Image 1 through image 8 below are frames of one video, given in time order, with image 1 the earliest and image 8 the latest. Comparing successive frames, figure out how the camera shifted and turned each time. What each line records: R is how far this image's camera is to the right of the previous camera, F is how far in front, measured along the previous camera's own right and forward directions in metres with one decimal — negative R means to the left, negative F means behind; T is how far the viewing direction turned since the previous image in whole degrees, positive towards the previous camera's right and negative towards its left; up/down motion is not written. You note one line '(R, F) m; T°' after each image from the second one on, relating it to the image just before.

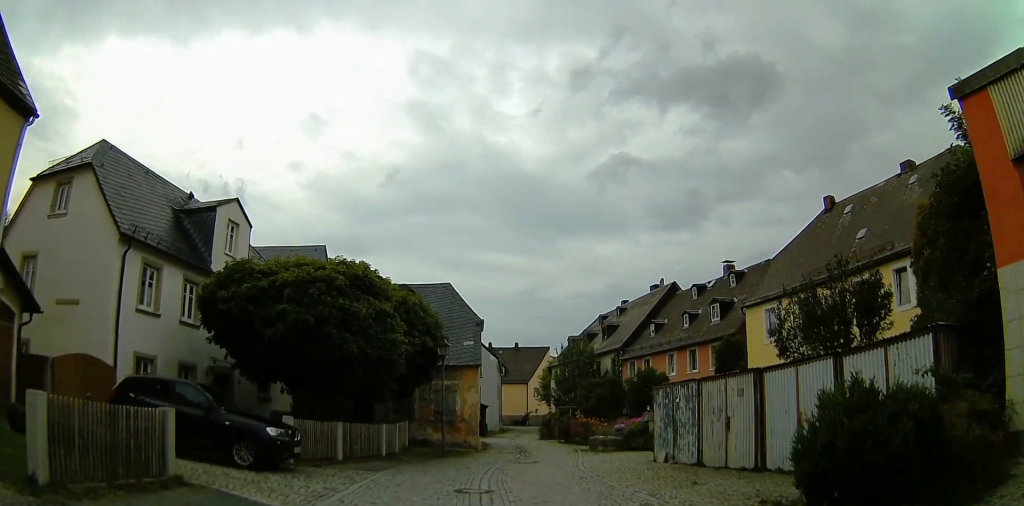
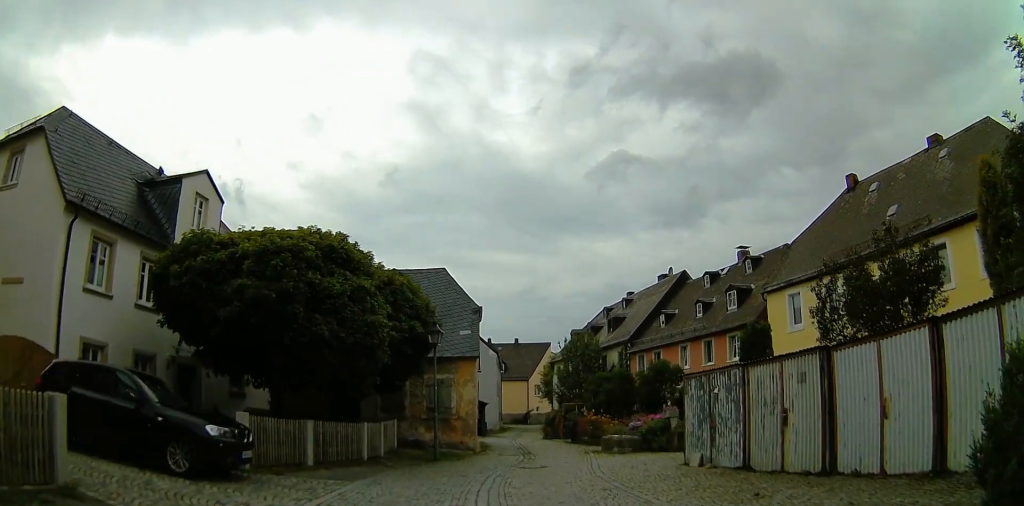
(0.0, +2.5) m; +3°
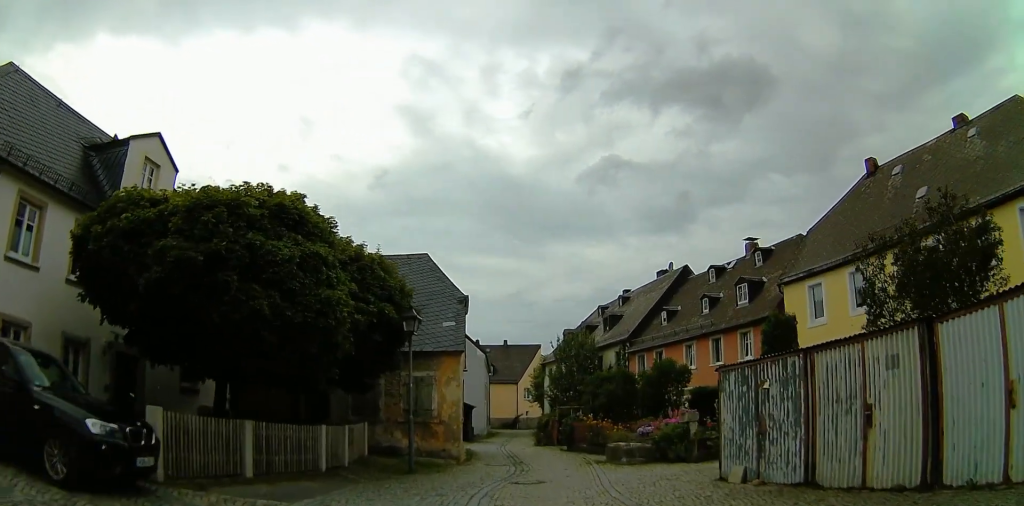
(-0.1, +2.7) m; +5°
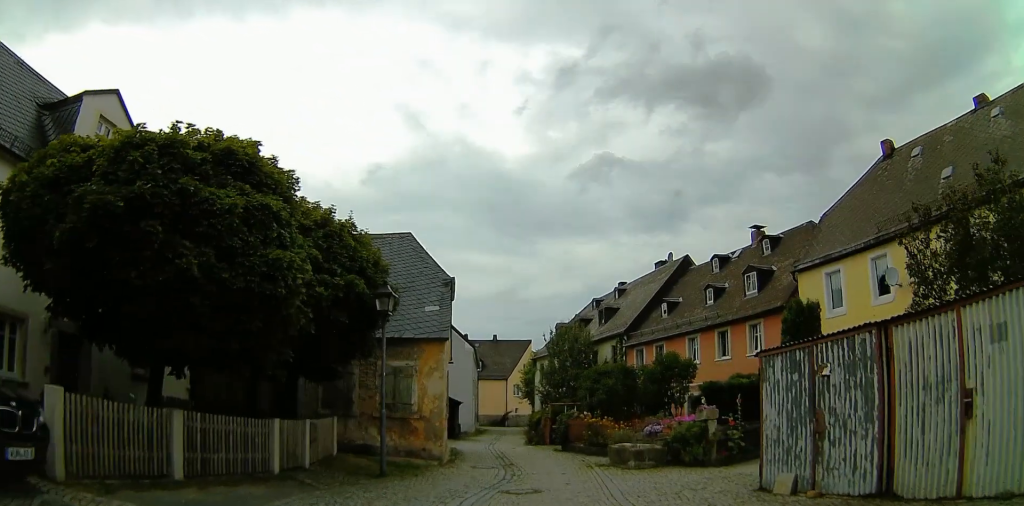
(+0.2, +2.3) m; +3°
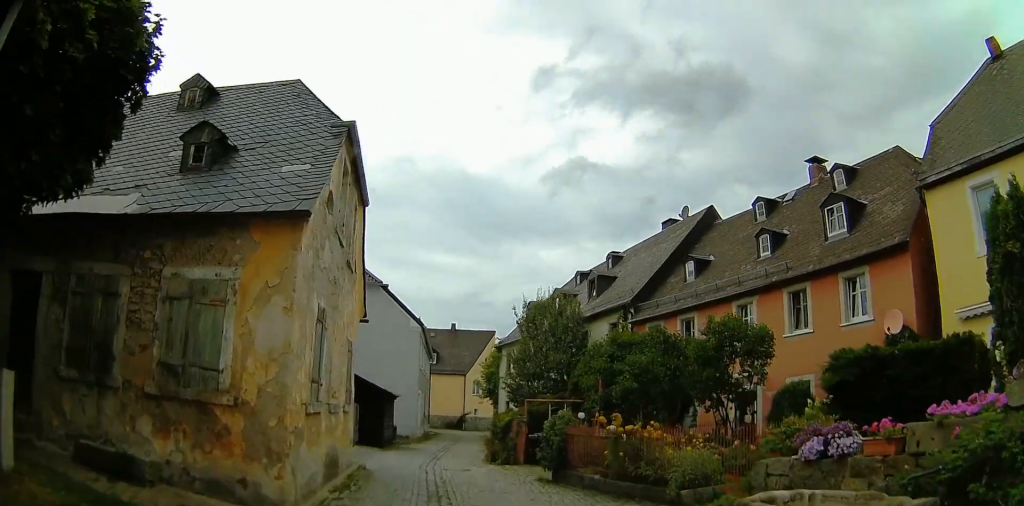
(-0.3, +10.9) m; -11°
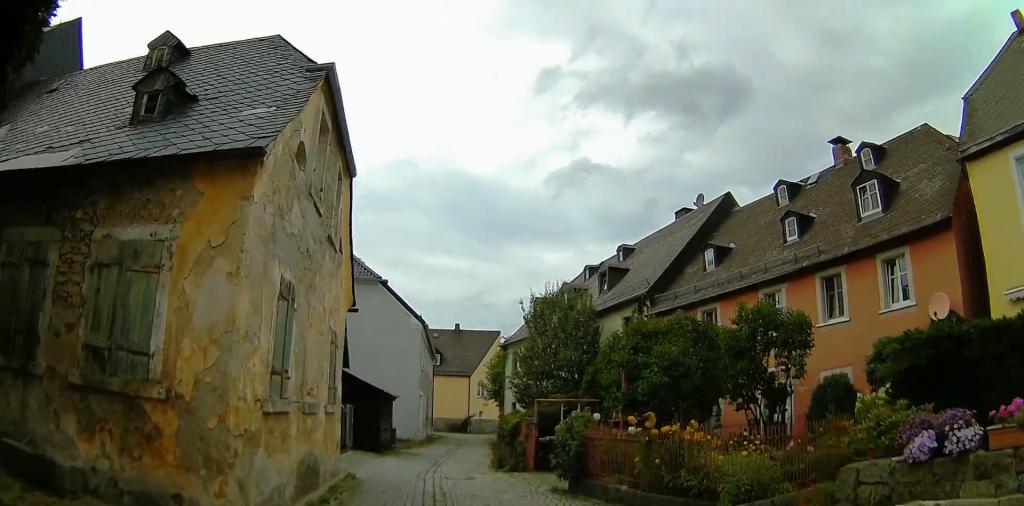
(-0.1, +1.9) m; -3°
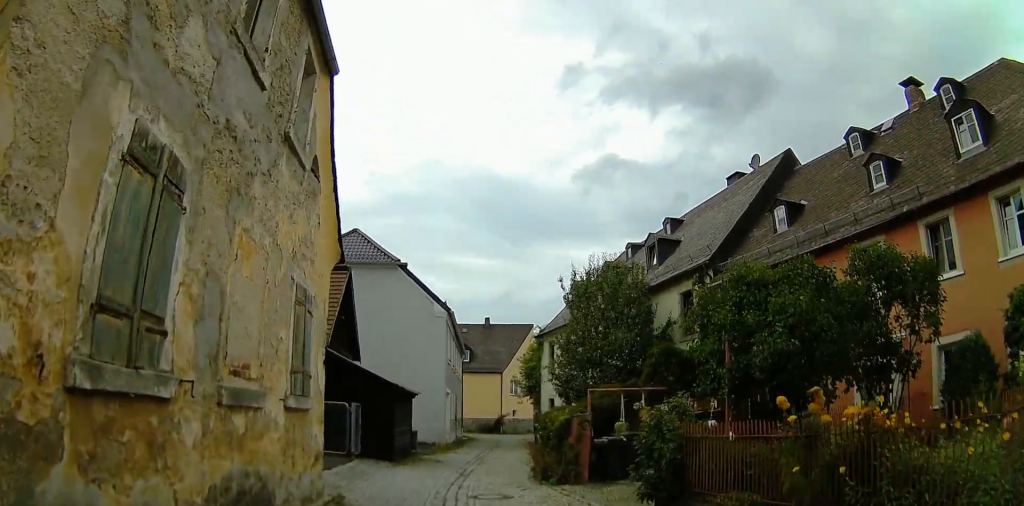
(0.0, +3.8) m; 0°
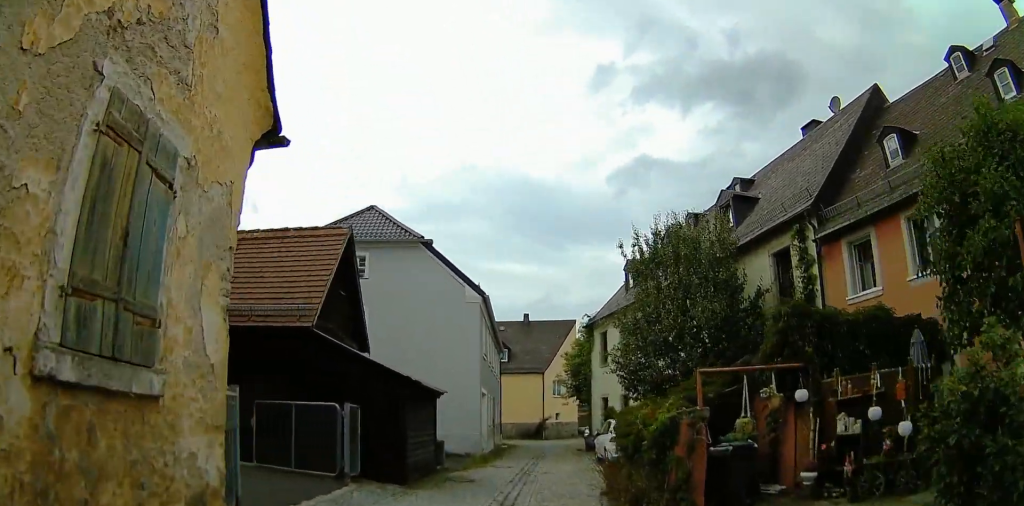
(0.0, +4.7) m; 0°
